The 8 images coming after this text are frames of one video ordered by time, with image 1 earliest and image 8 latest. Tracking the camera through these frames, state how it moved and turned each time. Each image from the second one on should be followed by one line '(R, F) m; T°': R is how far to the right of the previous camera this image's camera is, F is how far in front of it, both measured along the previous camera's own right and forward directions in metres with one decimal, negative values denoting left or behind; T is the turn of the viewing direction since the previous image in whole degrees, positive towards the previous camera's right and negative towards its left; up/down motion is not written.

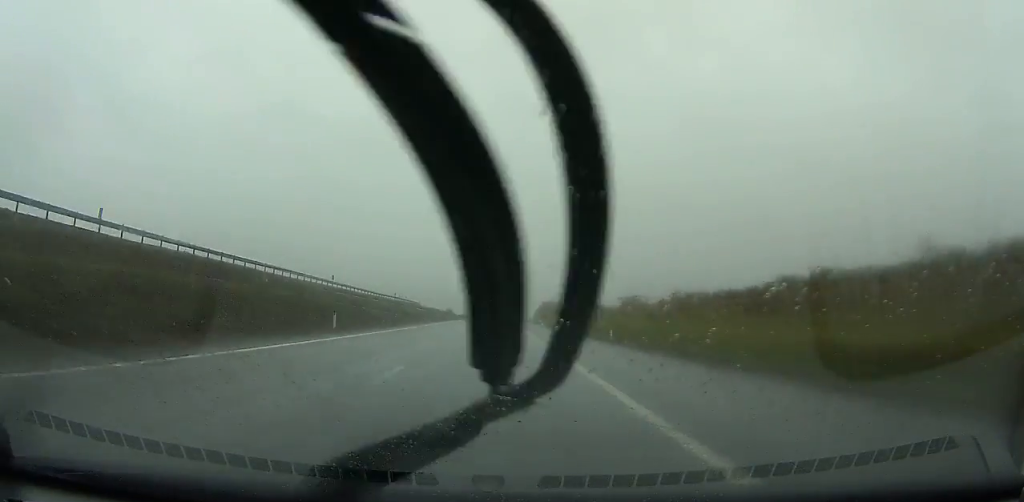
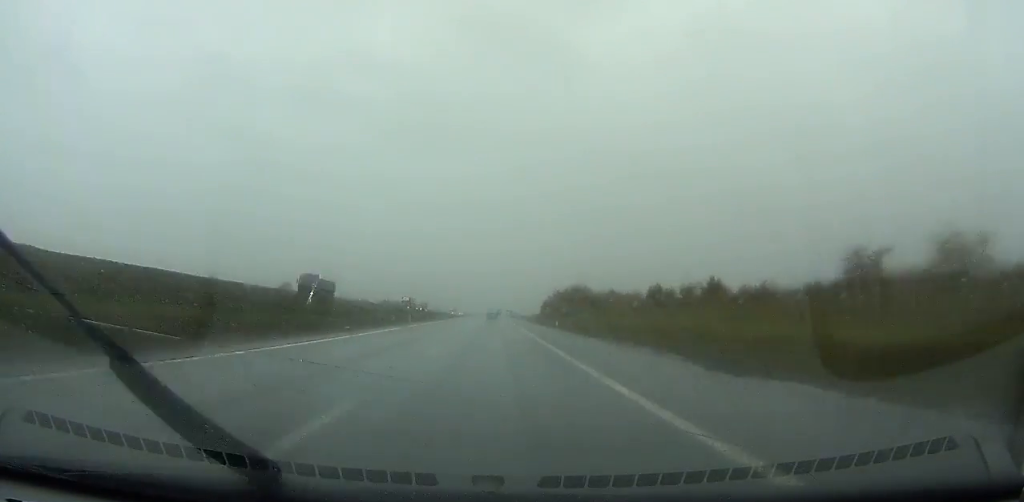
(-0.2, +123.2) m; 0°
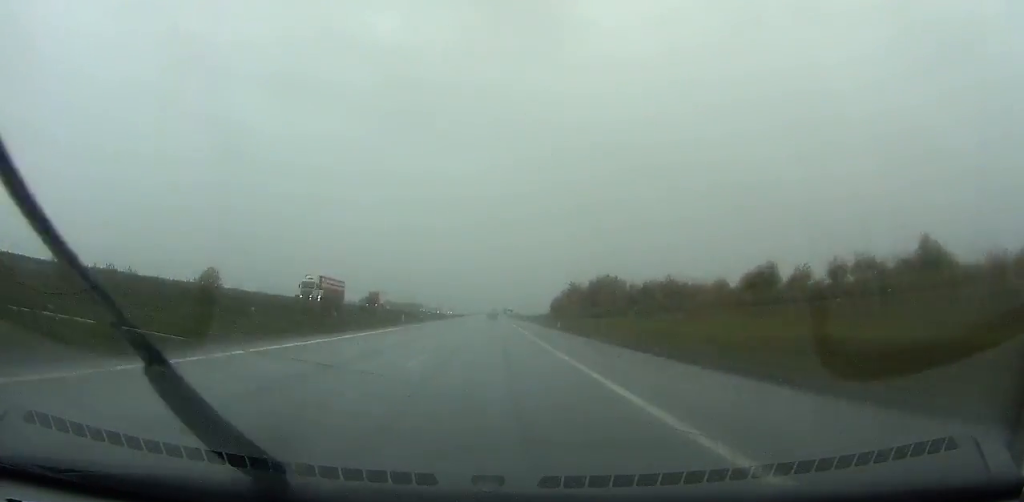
(+0.2, +53.3) m; 0°
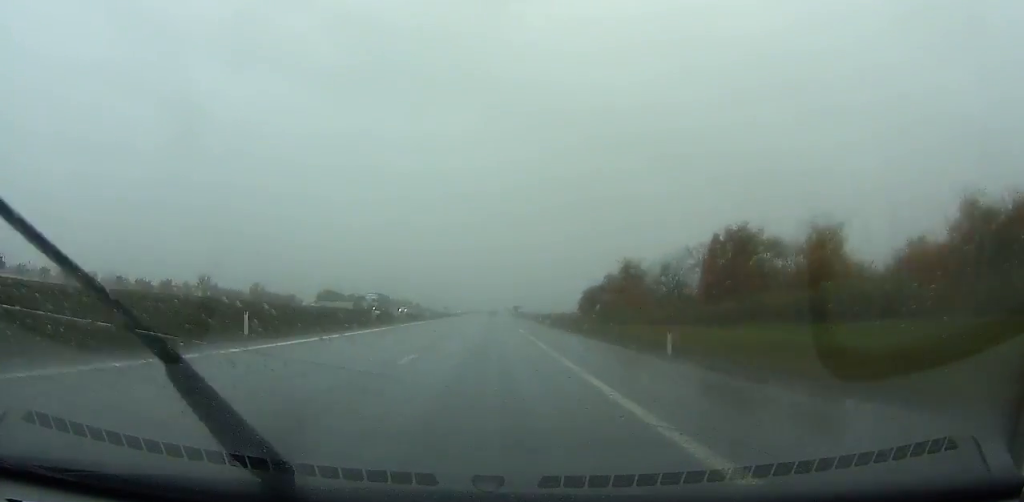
(0.0, +84.1) m; 0°
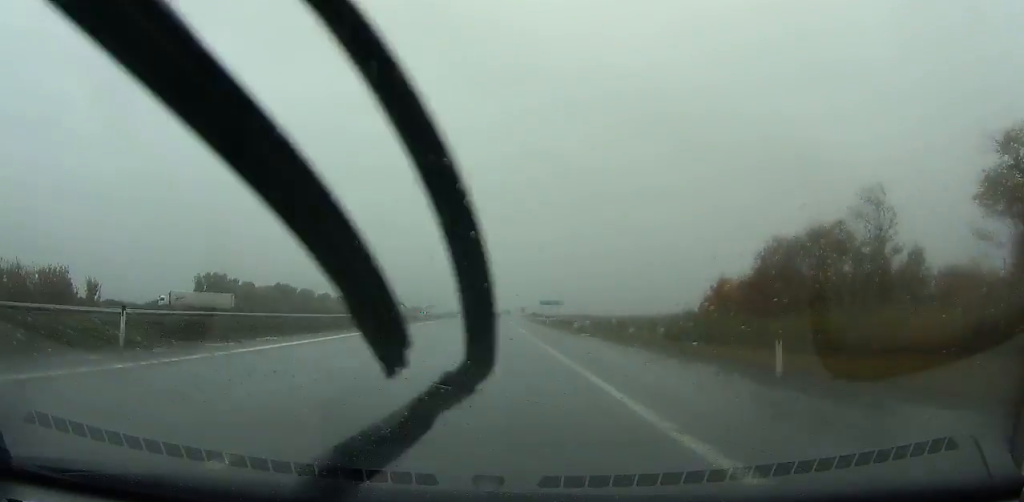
(-0.4, +106.2) m; 0°
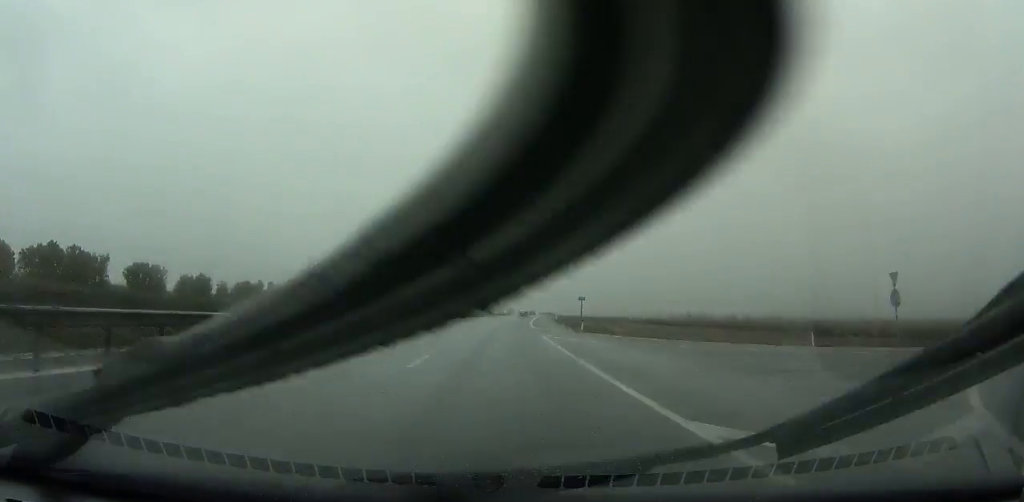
(+0.6, +107.9) m; +2°
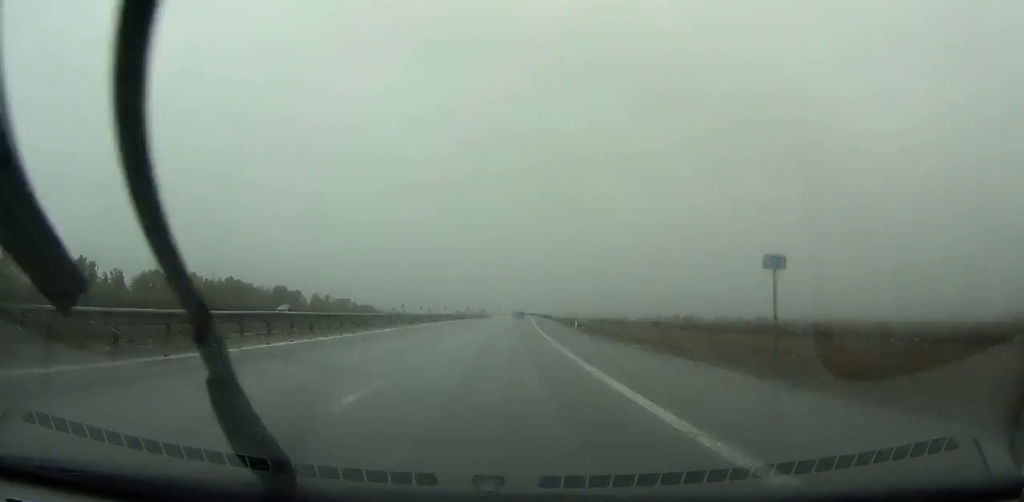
(+0.4, +41.1) m; +1°
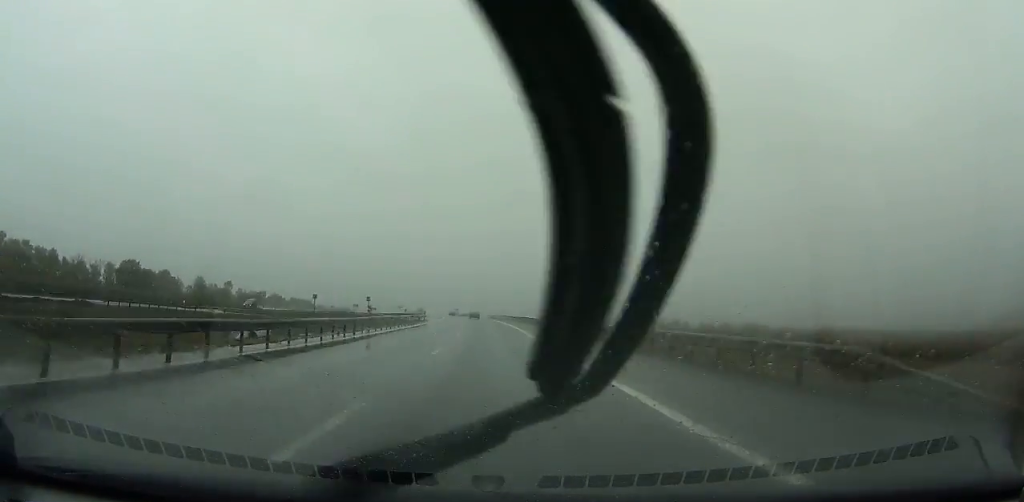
(+2.1, +86.8) m; +1°
